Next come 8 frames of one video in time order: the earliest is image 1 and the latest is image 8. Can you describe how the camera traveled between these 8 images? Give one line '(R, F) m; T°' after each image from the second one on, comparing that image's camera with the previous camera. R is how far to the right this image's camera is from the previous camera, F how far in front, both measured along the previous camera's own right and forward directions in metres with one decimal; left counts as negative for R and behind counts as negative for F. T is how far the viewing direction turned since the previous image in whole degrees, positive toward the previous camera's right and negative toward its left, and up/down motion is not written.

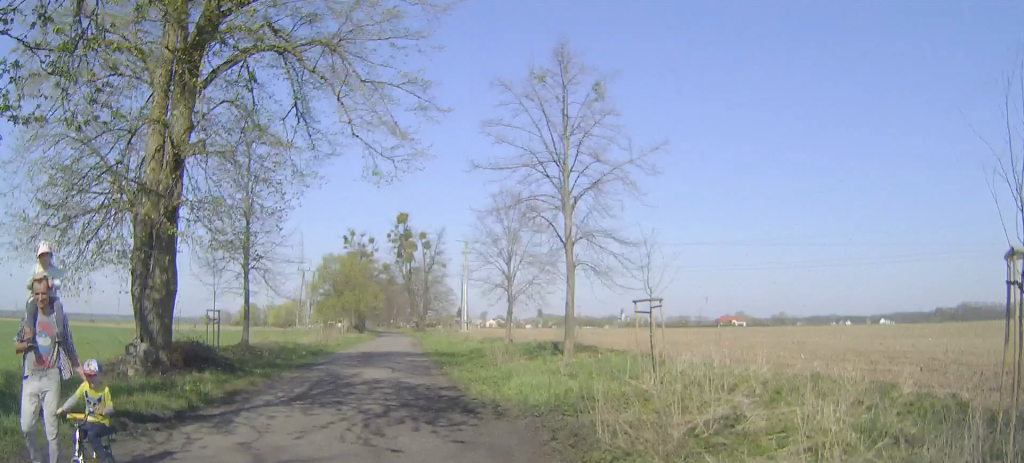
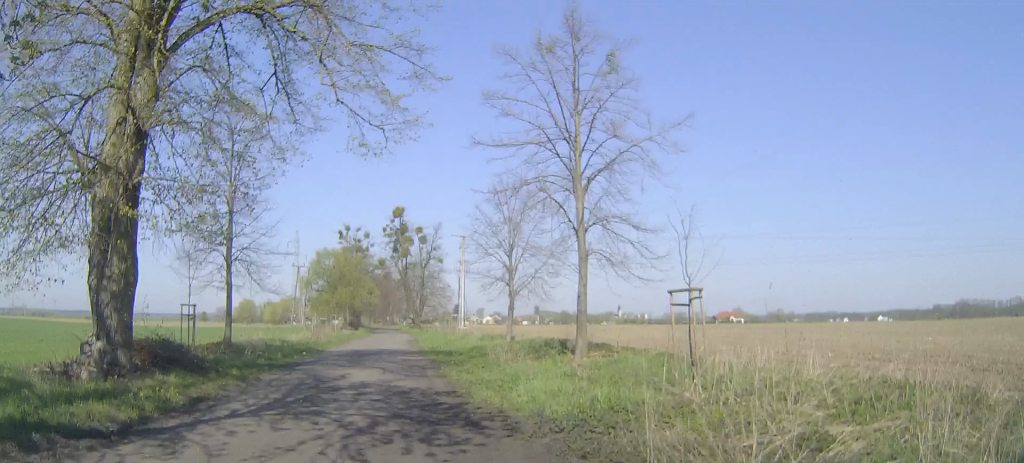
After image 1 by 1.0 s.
(-0.1, +2.0) m; -3°
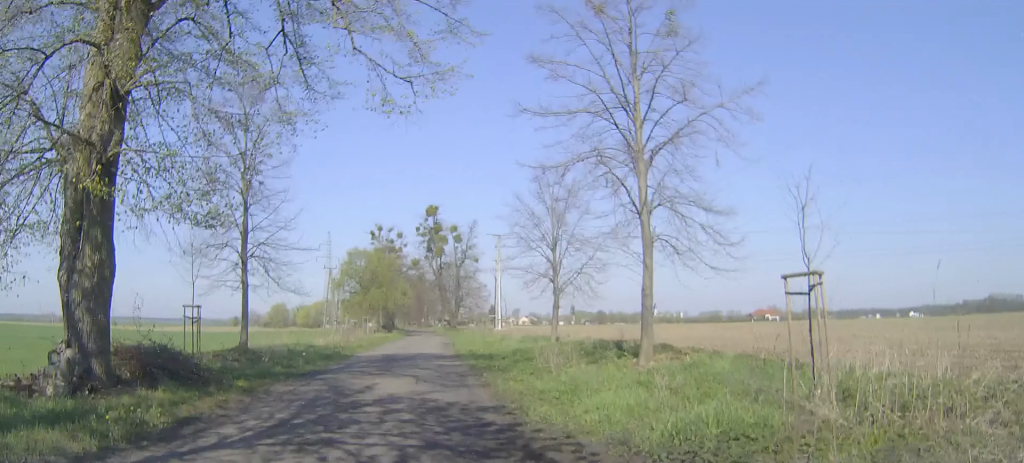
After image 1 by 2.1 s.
(0.0, +2.6) m; 0°
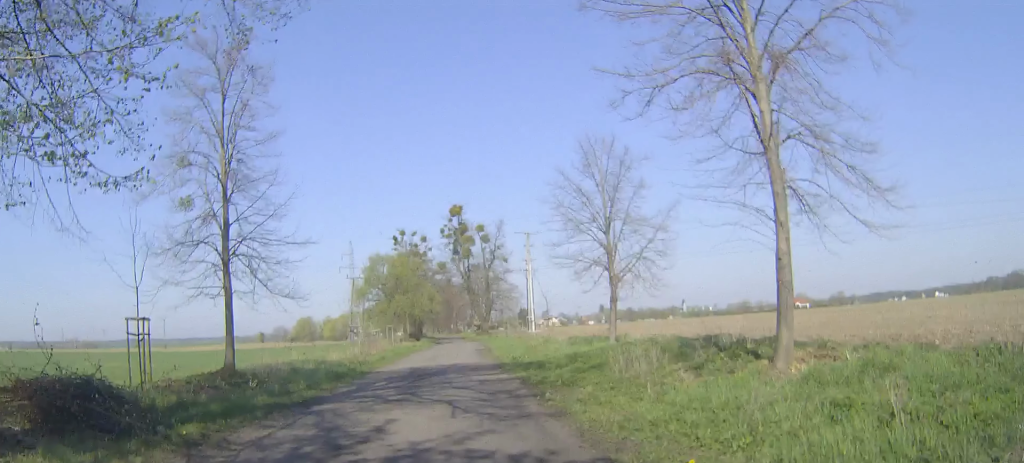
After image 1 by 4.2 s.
(0.0, +5.1) m; 0°
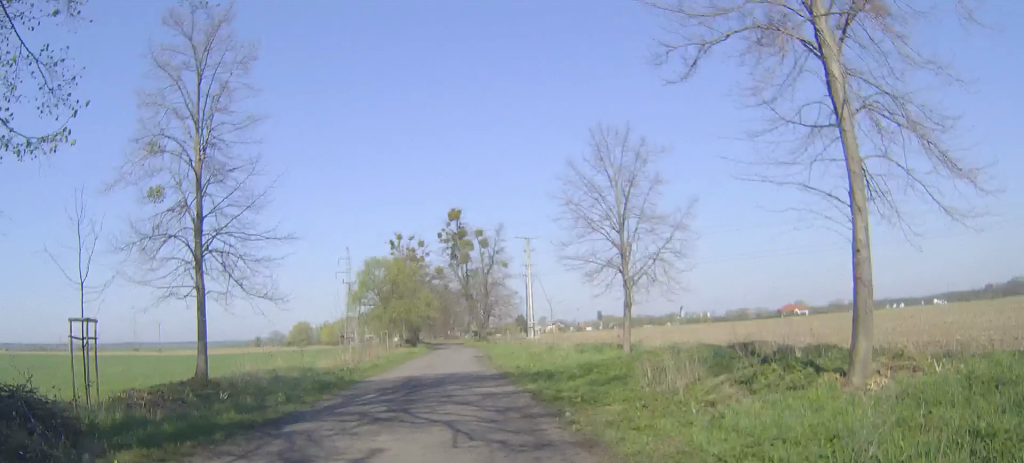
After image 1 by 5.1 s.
(0.0, +2.3) m; -2°
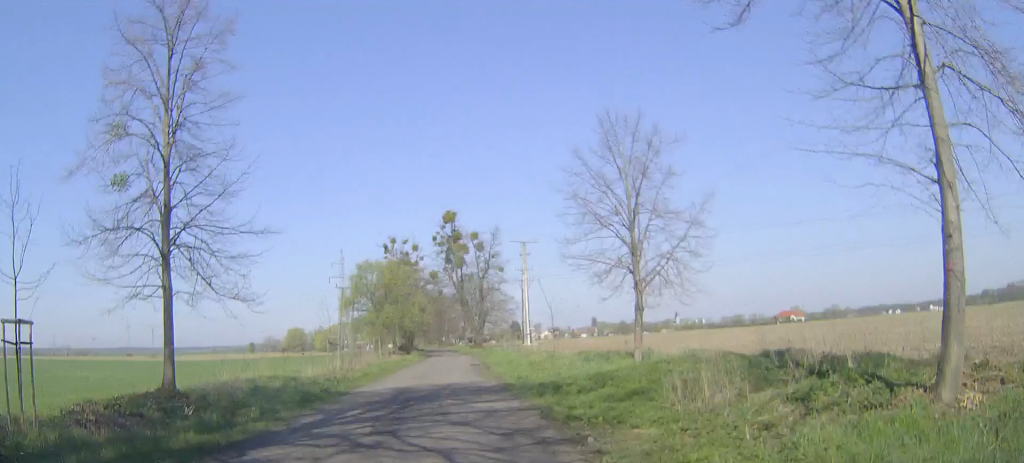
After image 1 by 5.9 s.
(0.0, +2.0) m; -1°
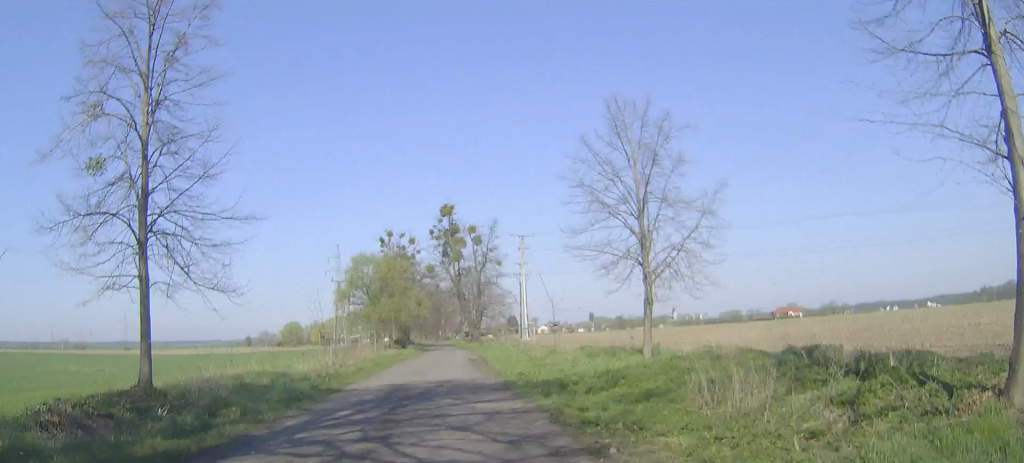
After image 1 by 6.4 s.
(0.0, +1.2) m; 0°
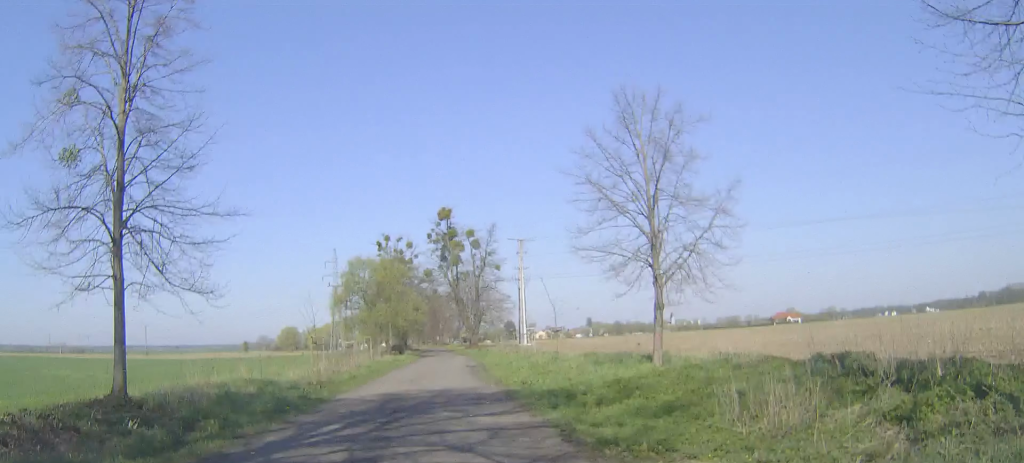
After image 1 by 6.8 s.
(0.0, +1.1) m; +1°
